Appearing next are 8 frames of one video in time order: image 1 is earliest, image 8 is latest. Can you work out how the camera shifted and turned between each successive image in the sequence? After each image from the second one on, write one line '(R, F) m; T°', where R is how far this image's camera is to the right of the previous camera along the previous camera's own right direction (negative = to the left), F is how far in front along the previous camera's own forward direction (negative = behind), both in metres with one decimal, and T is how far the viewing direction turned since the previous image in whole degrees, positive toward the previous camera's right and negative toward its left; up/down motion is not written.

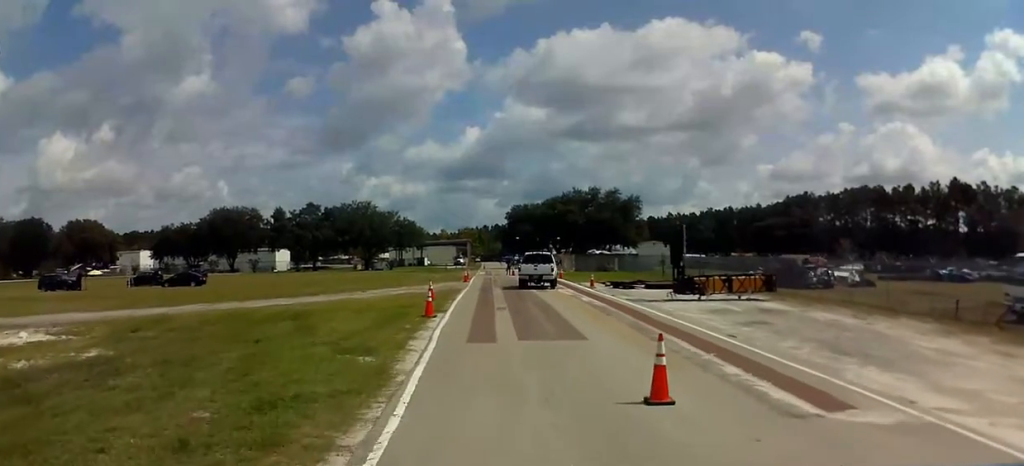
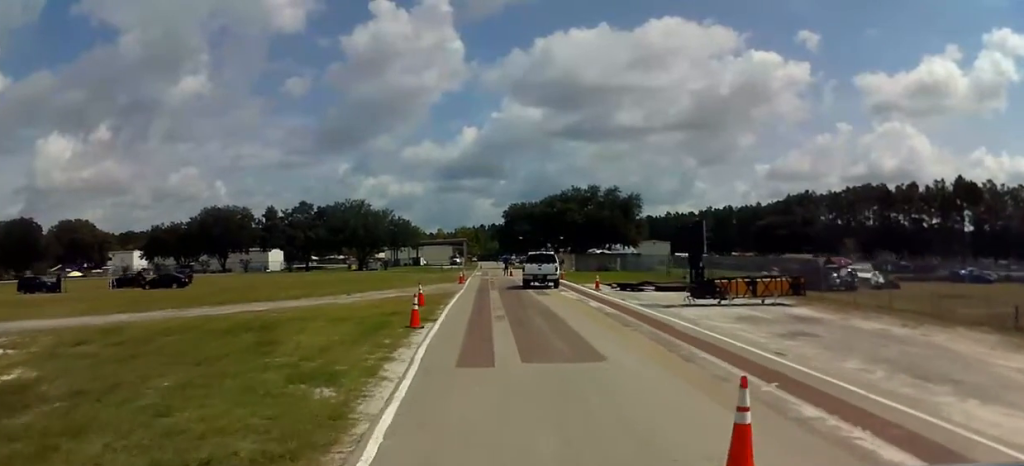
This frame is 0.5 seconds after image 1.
(0.0, +3.4) m; 0°
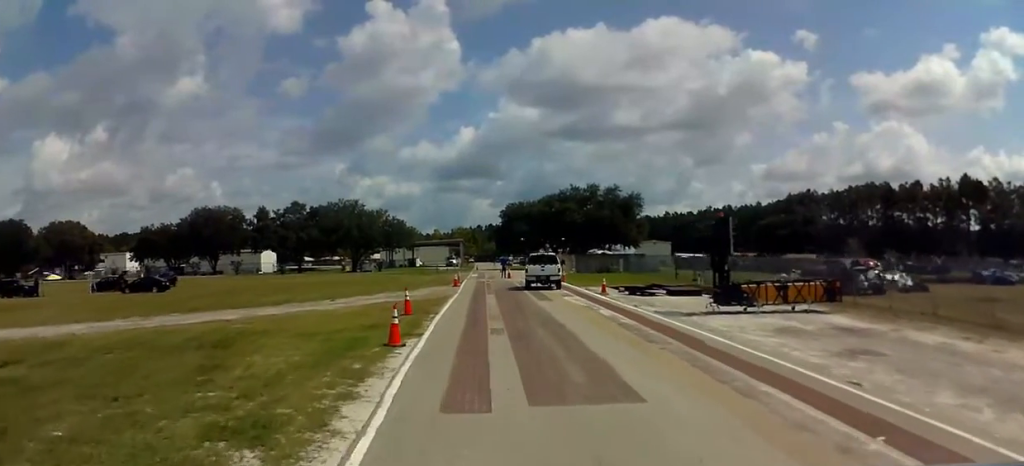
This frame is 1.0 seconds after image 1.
(0.0, +3.7) m; 0°
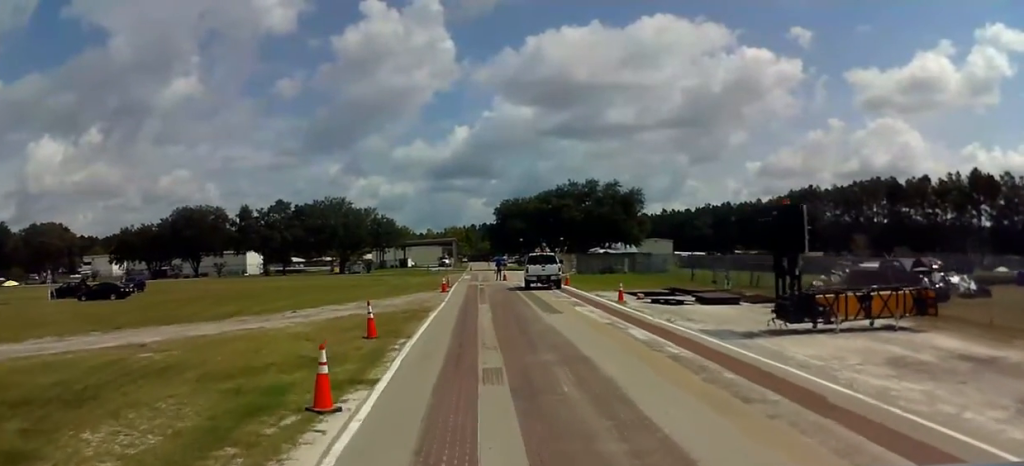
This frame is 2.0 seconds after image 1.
(0.0, +6.4) m; 0°
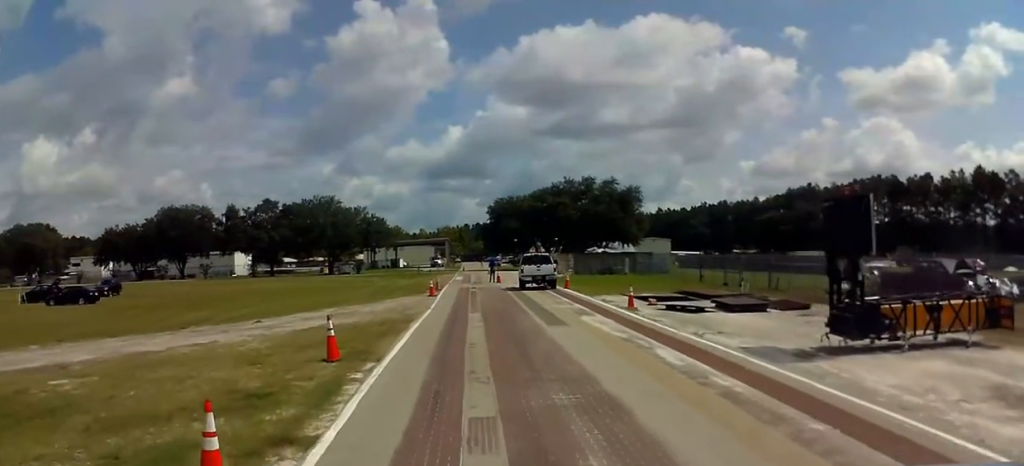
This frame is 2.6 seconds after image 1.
(0.0, +3.6) m; 0°
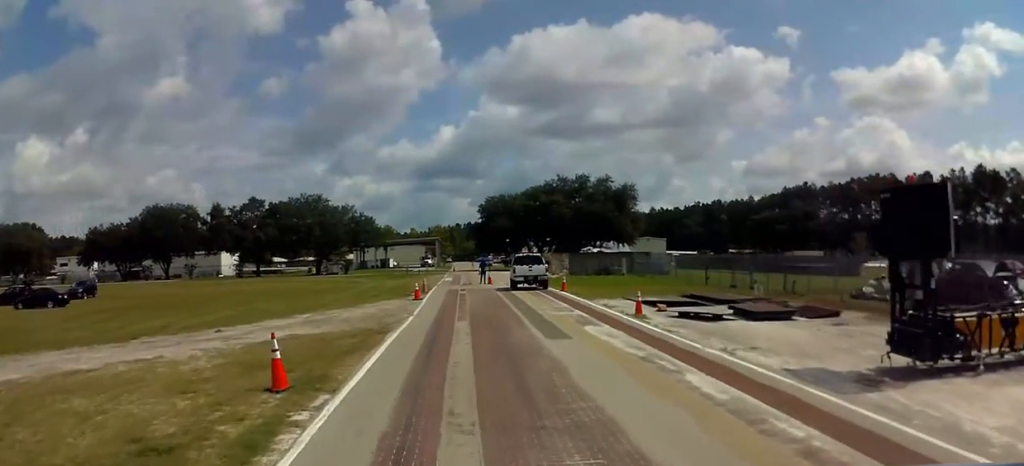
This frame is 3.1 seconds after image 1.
(0.0, +3.0) m; 0°
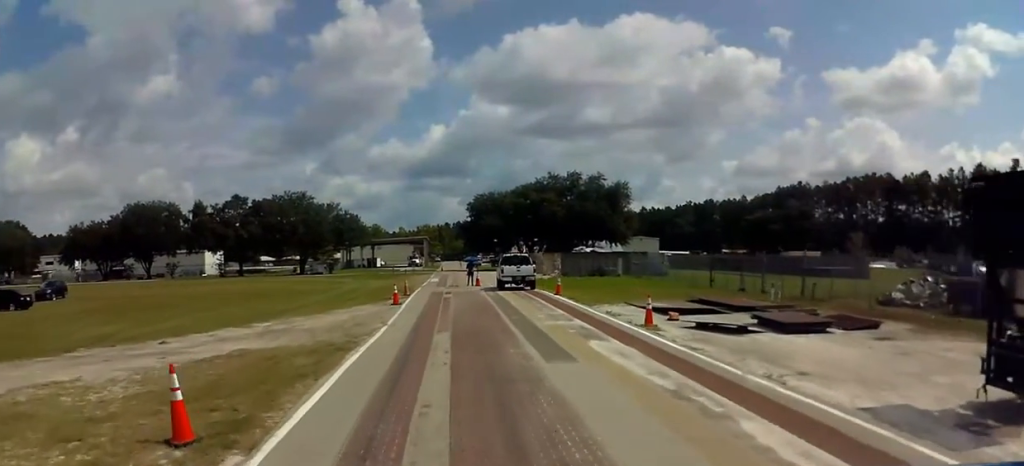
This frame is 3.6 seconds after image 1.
(0.0, +3.3) m; +2°
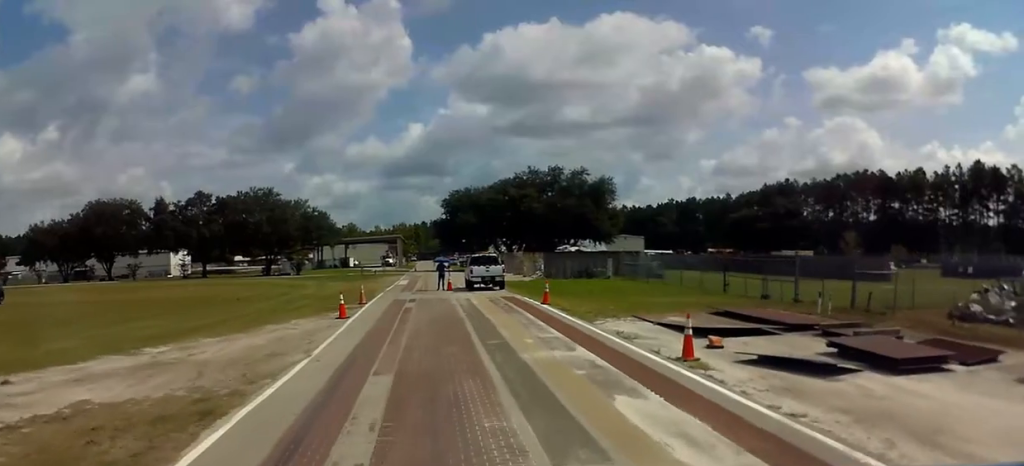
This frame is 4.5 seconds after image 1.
(+0.2, +6.4) m; +3°
